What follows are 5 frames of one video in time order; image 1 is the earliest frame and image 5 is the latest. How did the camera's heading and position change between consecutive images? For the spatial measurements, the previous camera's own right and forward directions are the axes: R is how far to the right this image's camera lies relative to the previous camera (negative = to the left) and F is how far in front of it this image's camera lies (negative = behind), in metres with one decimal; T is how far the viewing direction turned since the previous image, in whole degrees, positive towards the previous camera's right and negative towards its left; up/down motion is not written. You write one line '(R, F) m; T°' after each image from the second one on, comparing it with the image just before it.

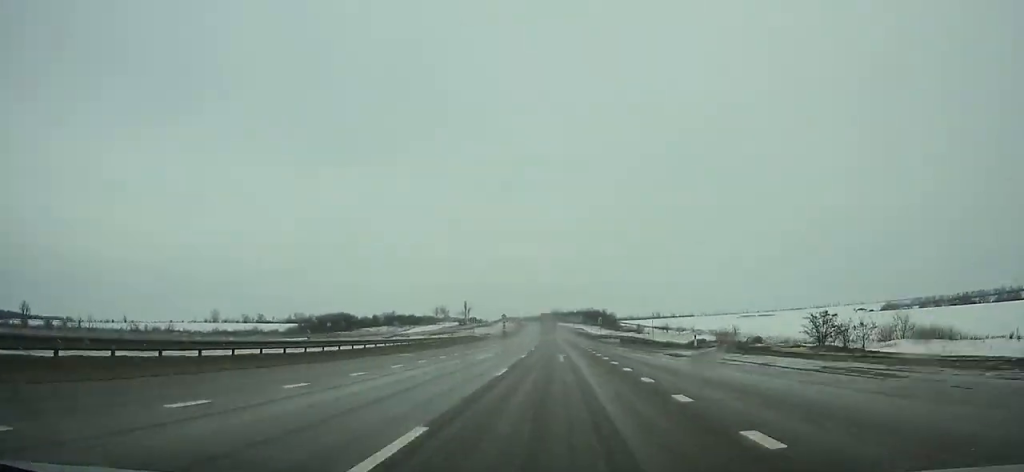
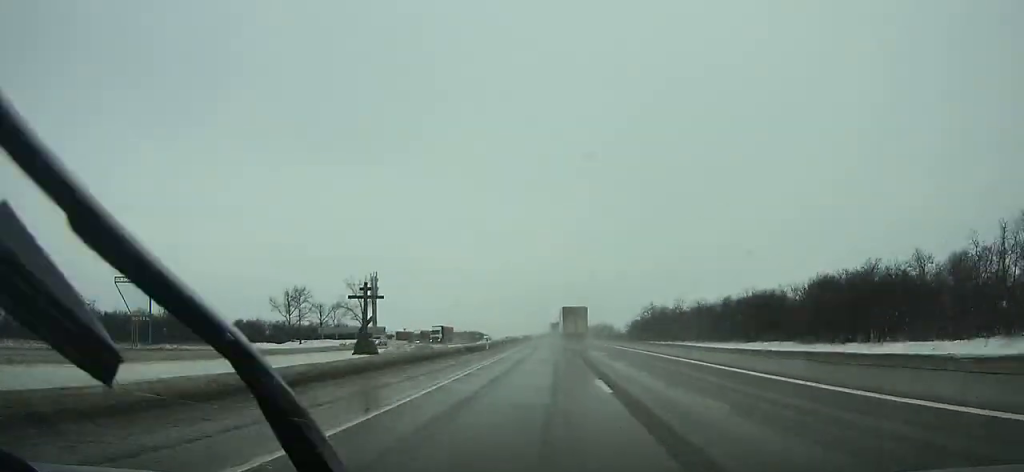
(-16.5, +323.1) m; -6°
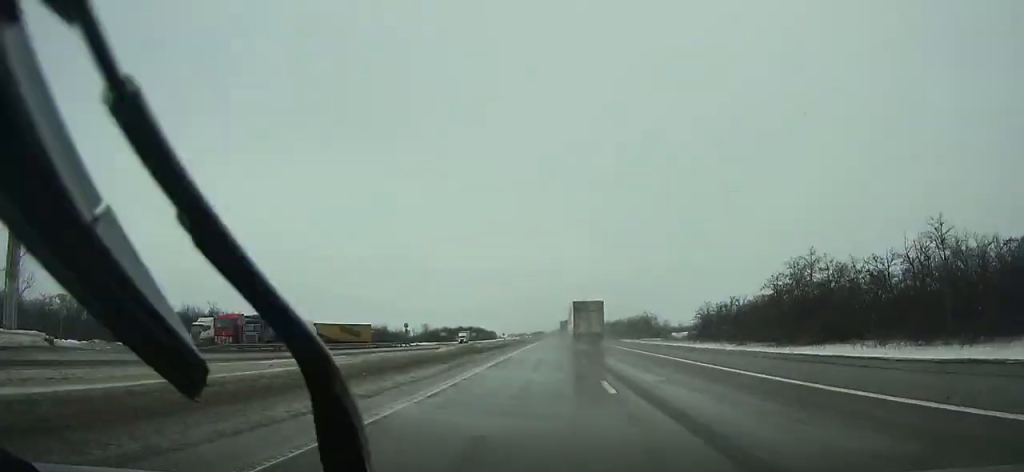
(-1.6, +107.3) m; -1°
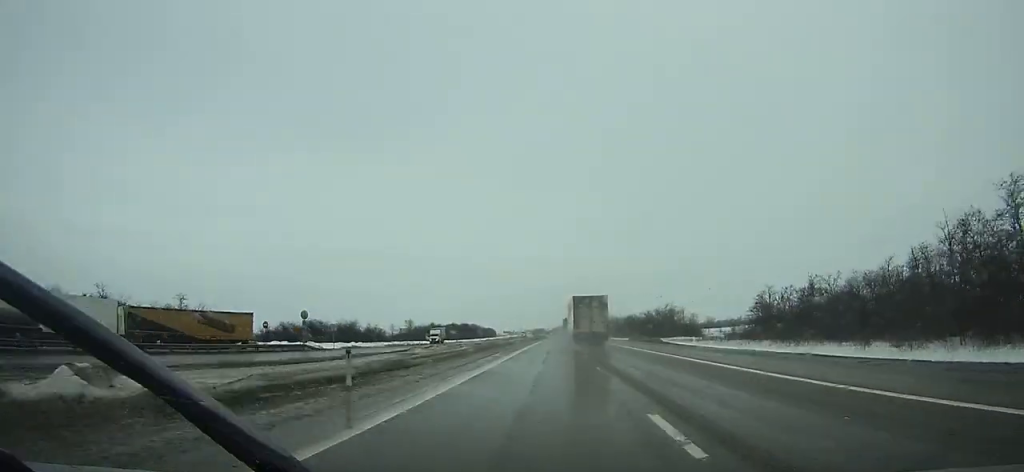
(-0.1, +39.9) m; 0°
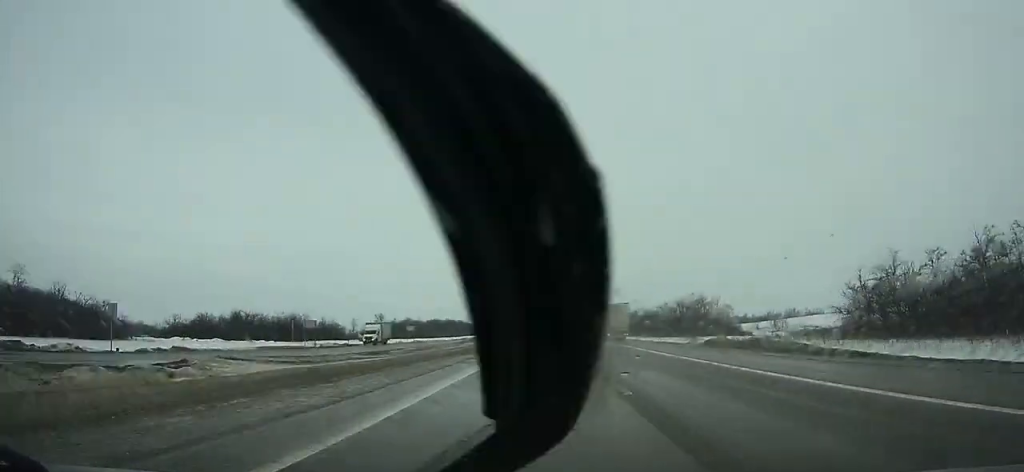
(-0.1, +42.4) m; 0°
